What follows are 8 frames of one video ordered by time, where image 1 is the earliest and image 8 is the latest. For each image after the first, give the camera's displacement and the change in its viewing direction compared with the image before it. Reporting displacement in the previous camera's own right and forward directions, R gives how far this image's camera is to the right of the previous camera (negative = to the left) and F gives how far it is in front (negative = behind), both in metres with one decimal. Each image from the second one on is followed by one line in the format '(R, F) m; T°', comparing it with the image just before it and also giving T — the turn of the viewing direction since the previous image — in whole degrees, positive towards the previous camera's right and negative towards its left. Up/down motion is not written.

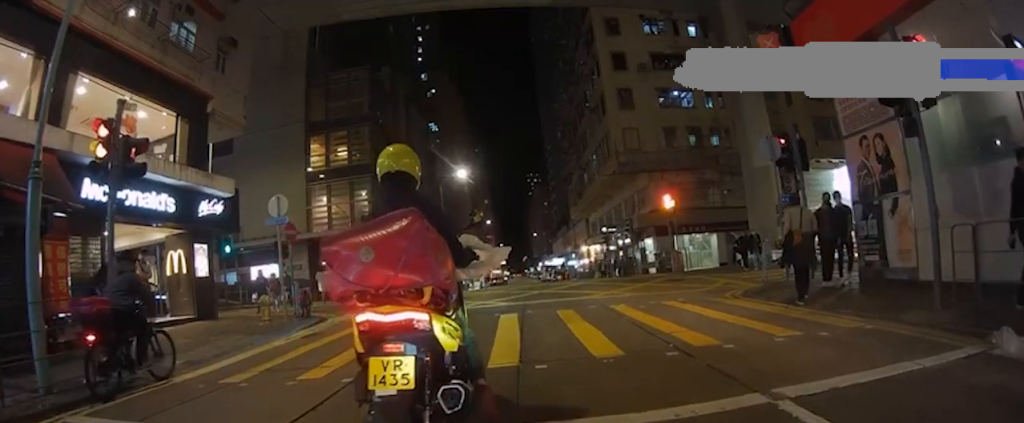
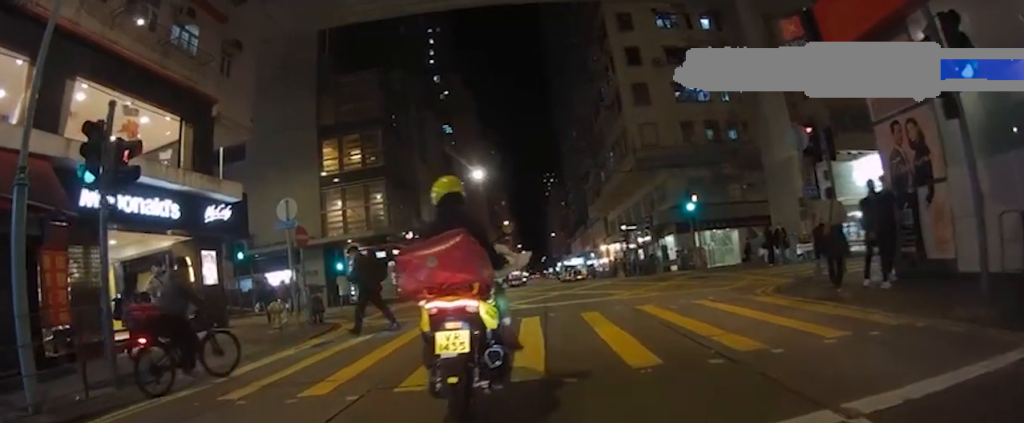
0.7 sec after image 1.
(-0.4, +8.7) m; 0°
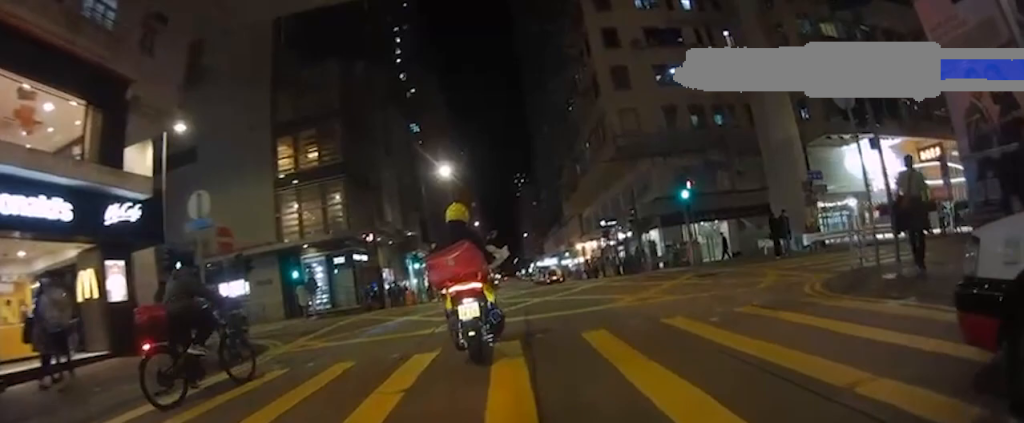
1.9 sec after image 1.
(+0.7, +16.3) m; +5°
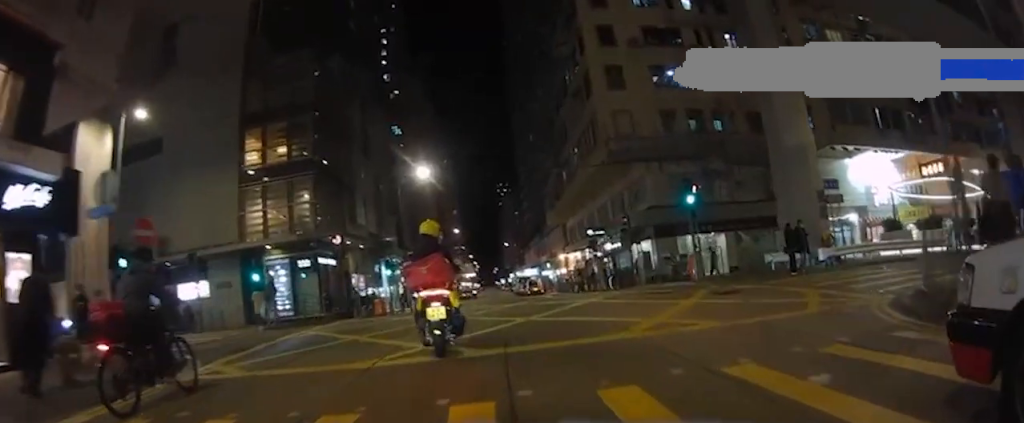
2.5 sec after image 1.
(+0.3, +9.7) m; +2°
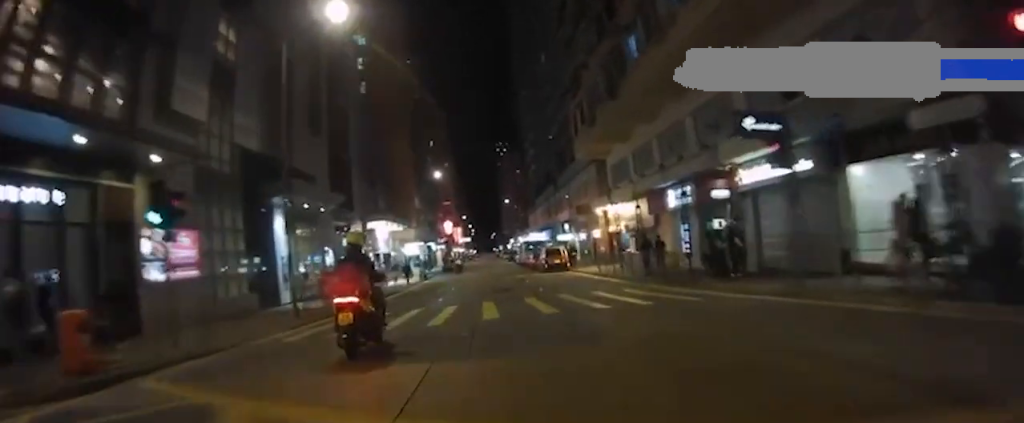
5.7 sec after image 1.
(0.0, +55.0) m; 0°
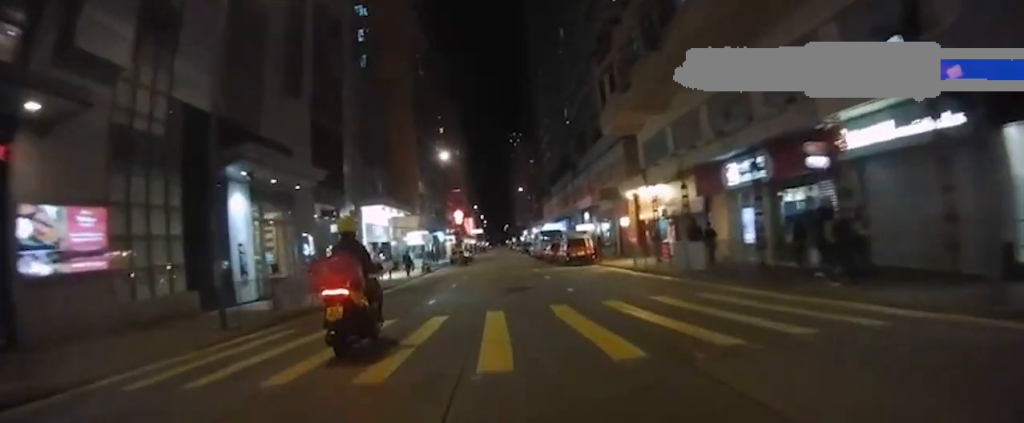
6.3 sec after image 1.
(0.0, +10.5) m; 0°
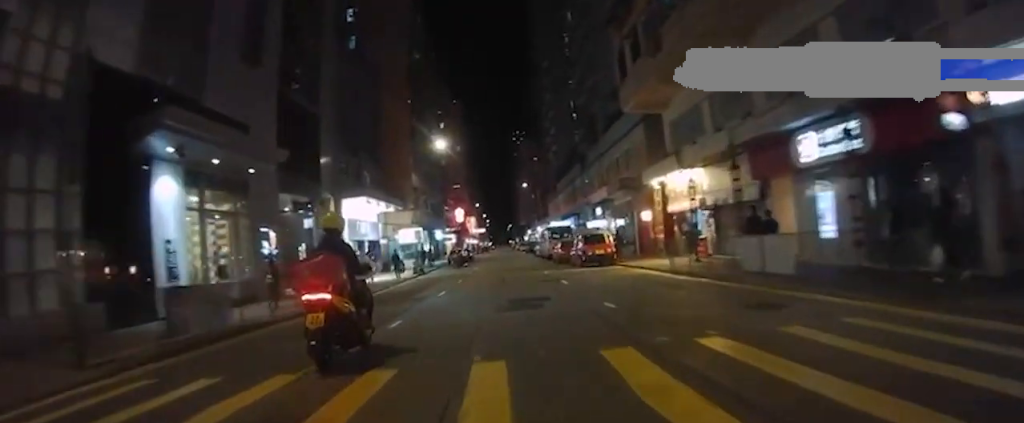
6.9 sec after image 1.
(0.0, +9.2) m; 0°
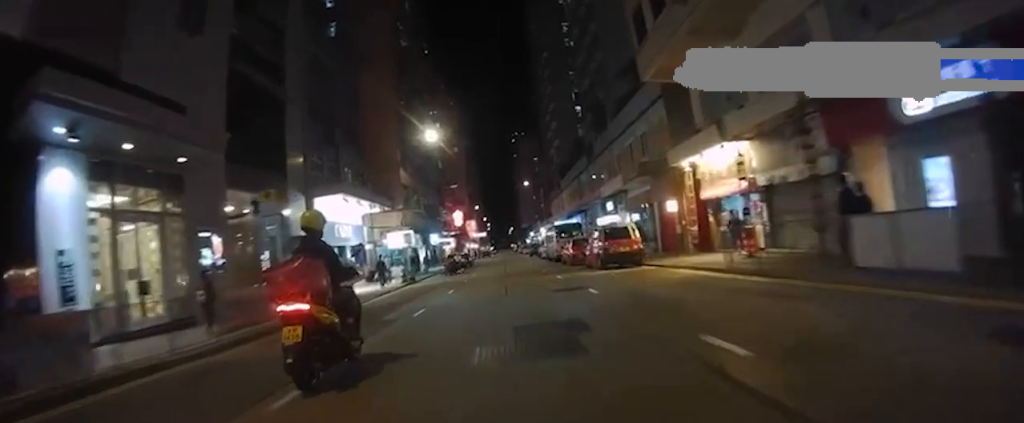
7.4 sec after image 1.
(0.0, +8.5) m; 0°
